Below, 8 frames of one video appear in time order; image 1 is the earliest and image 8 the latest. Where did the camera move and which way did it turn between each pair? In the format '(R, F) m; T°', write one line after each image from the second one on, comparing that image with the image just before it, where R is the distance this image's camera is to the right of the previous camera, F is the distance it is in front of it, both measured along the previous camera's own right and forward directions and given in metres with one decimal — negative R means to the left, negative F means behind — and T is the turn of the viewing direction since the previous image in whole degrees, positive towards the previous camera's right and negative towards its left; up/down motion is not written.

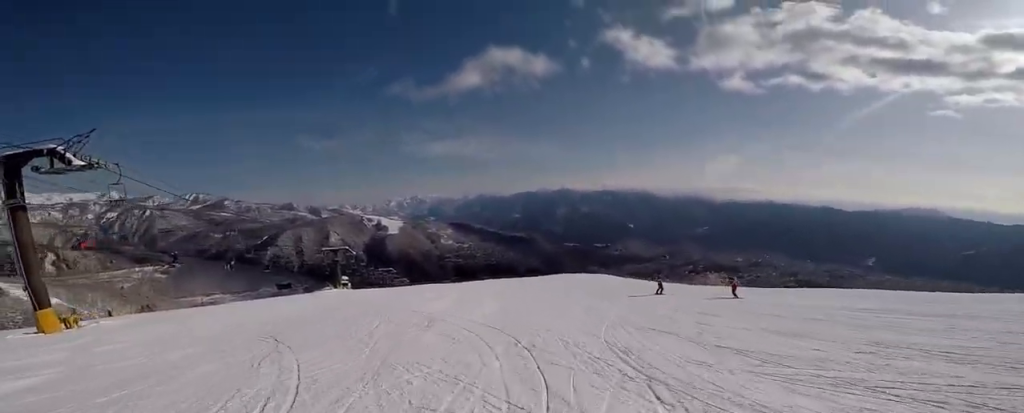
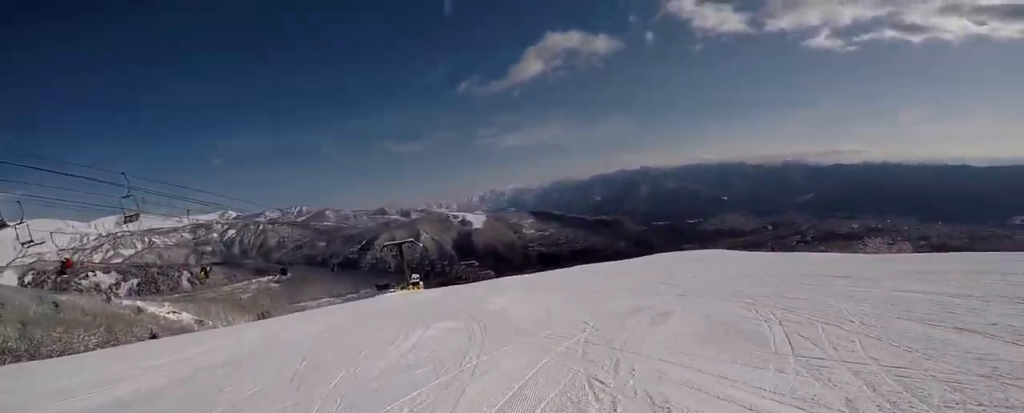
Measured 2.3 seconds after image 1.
(-2.9, +18.4) m; -23°
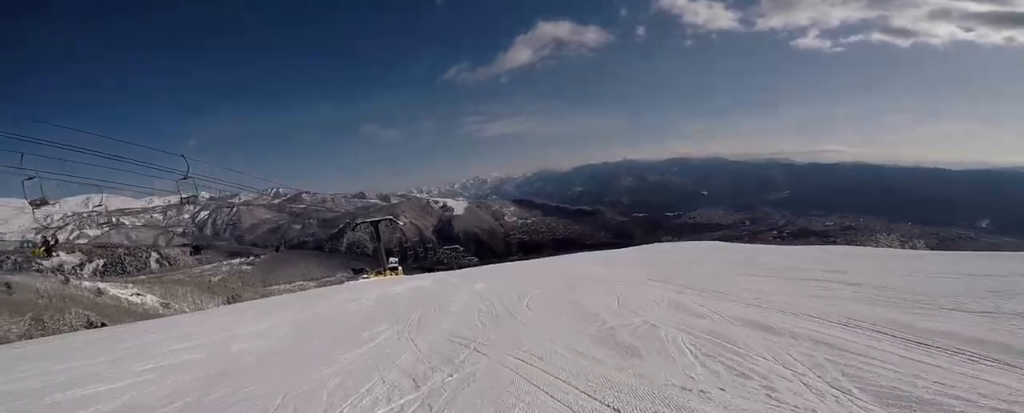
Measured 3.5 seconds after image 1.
(+1.0, +10.4) m; +11°
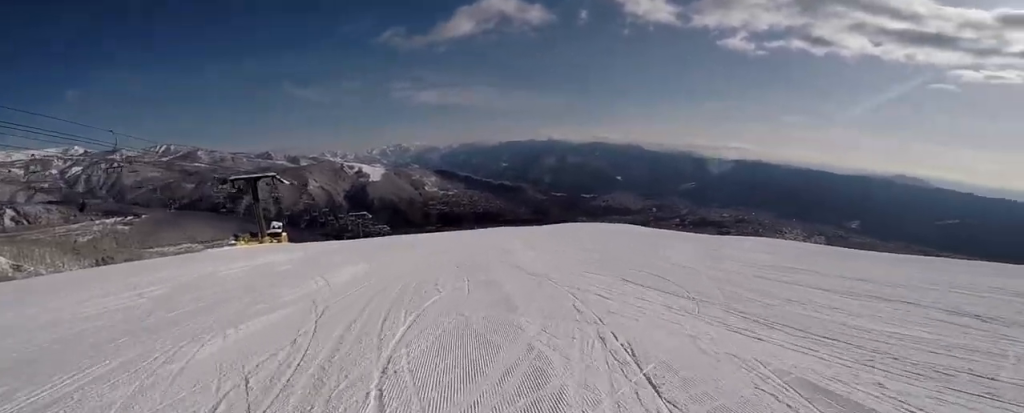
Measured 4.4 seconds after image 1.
(+0.2, +7.3) m; +13°
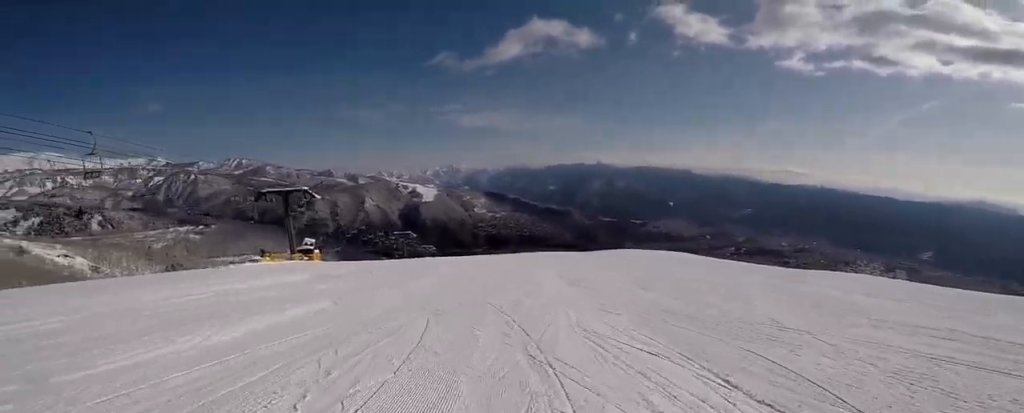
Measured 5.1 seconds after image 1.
(+0.9, +4.8) m; +2°
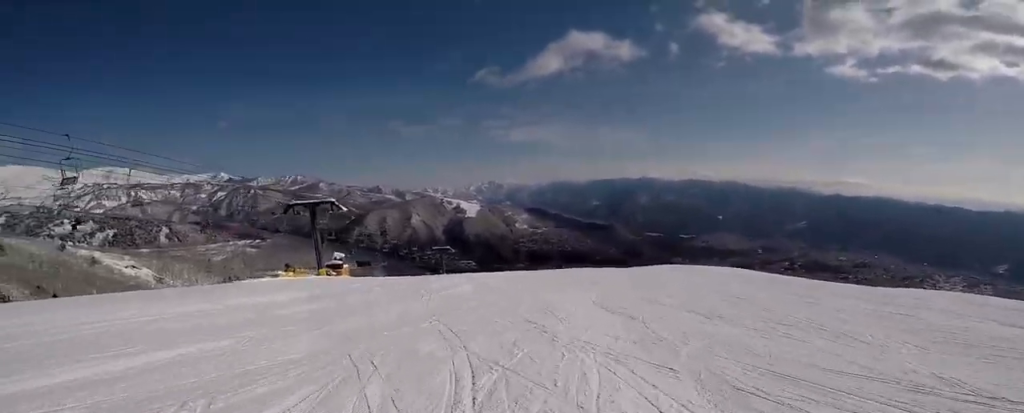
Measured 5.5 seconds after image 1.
(+0.9, +3.7) m; 0°
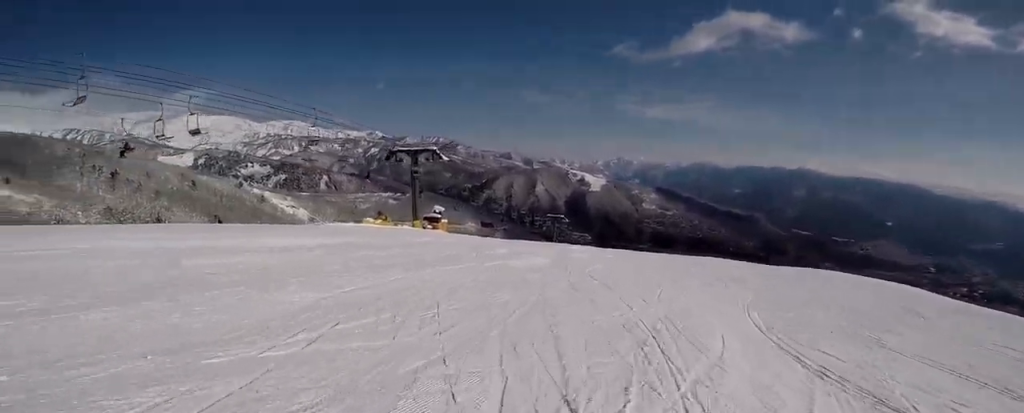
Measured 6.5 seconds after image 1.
(-1.7, +6.9) m; -21°
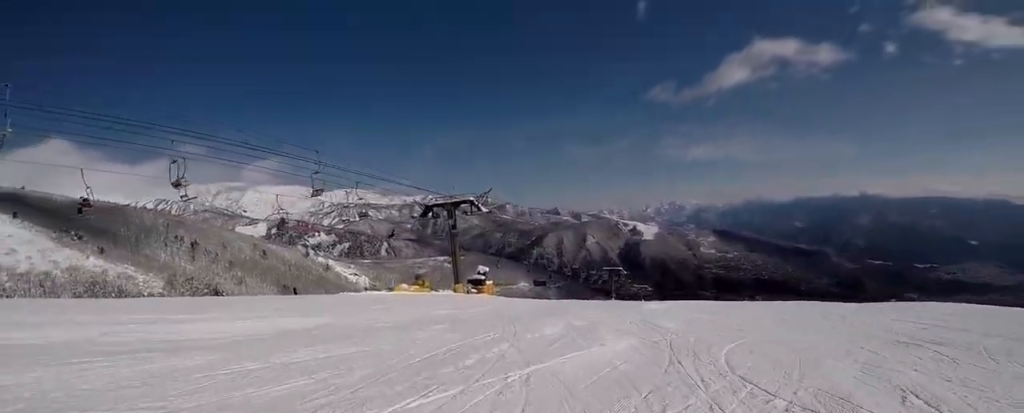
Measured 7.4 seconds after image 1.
(-1.0, +6.3) m; -18°
